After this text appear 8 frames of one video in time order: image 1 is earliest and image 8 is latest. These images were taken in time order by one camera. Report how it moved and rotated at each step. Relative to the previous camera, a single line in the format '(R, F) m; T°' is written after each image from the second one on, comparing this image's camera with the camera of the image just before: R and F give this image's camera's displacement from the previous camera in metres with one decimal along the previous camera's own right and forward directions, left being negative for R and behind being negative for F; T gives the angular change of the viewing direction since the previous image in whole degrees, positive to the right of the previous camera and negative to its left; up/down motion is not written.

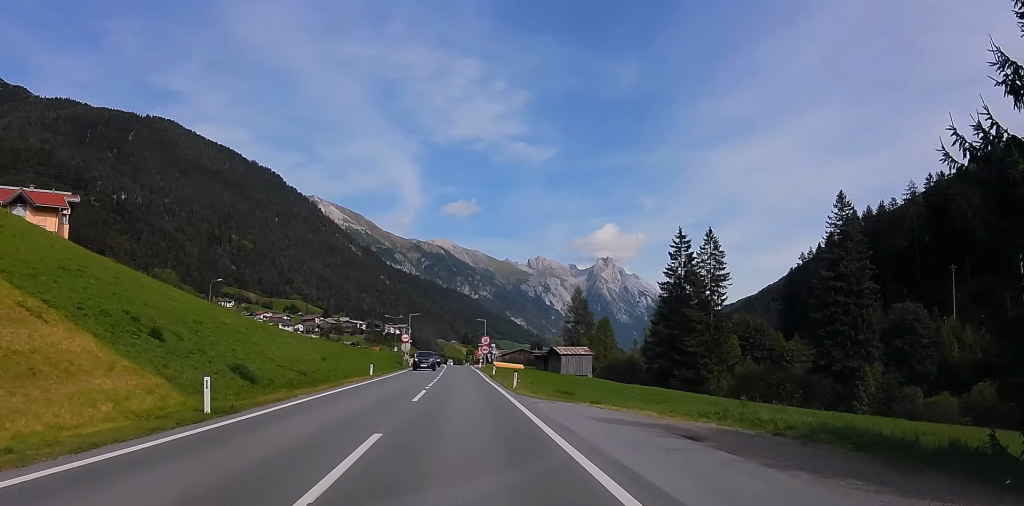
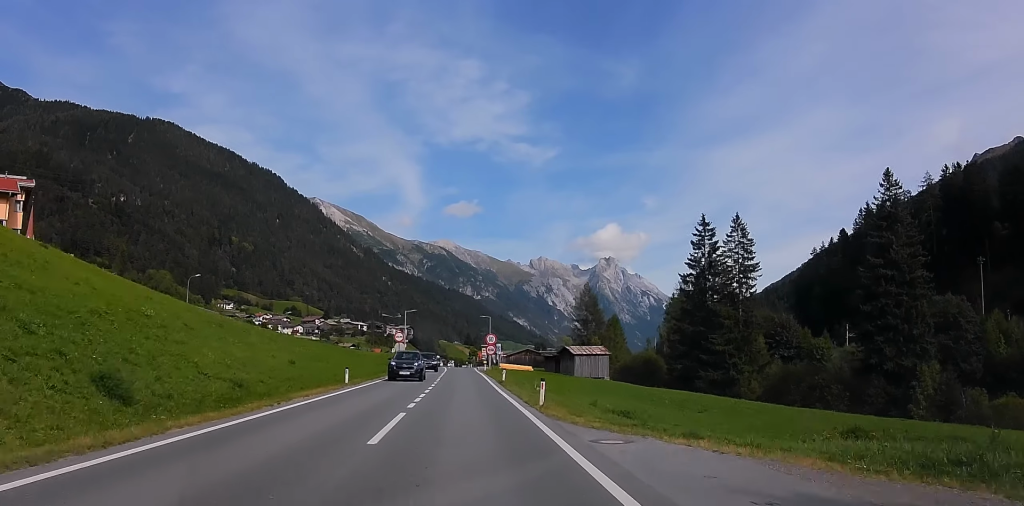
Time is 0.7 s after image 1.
(0.0, +10.2) m; 0°
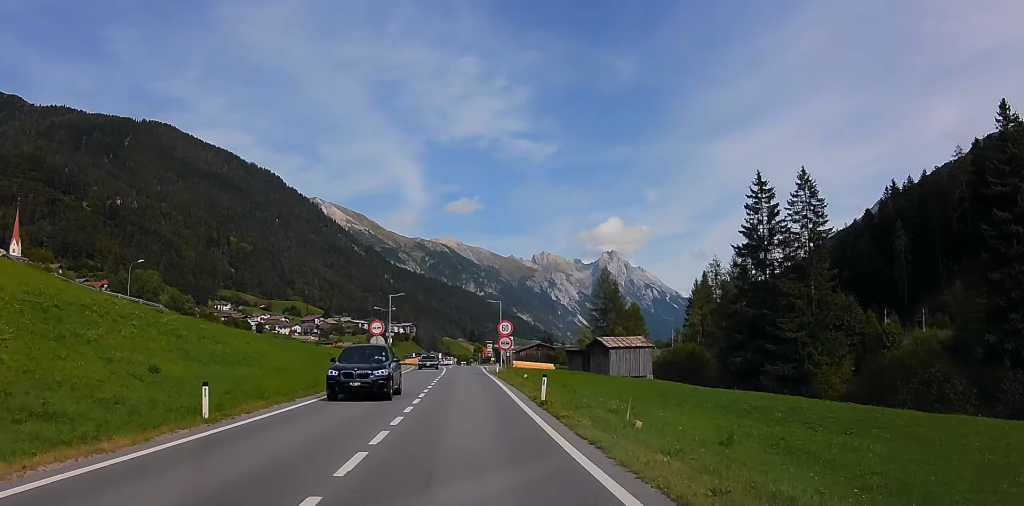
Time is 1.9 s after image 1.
(0.0, +19.6) m; -1°
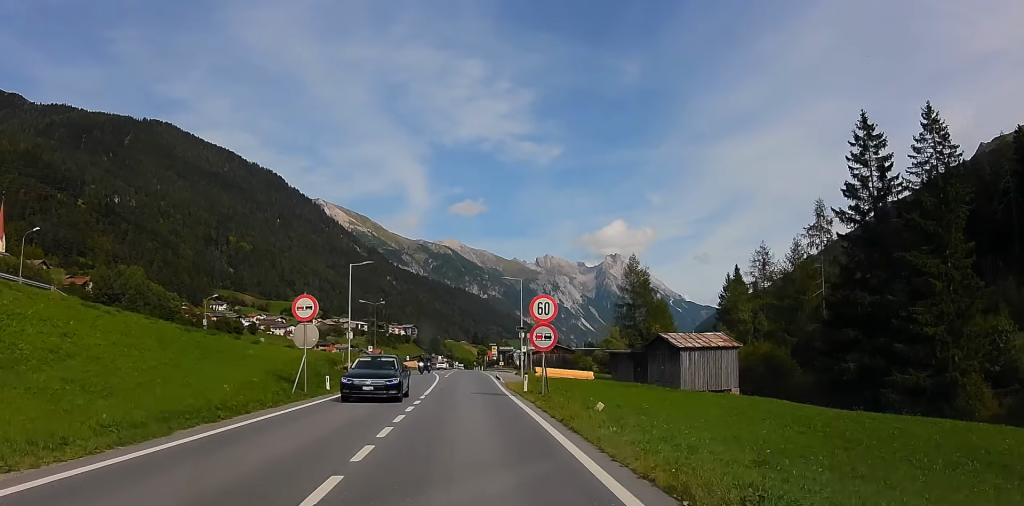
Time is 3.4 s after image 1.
(0.0, +22.5) m; +1°
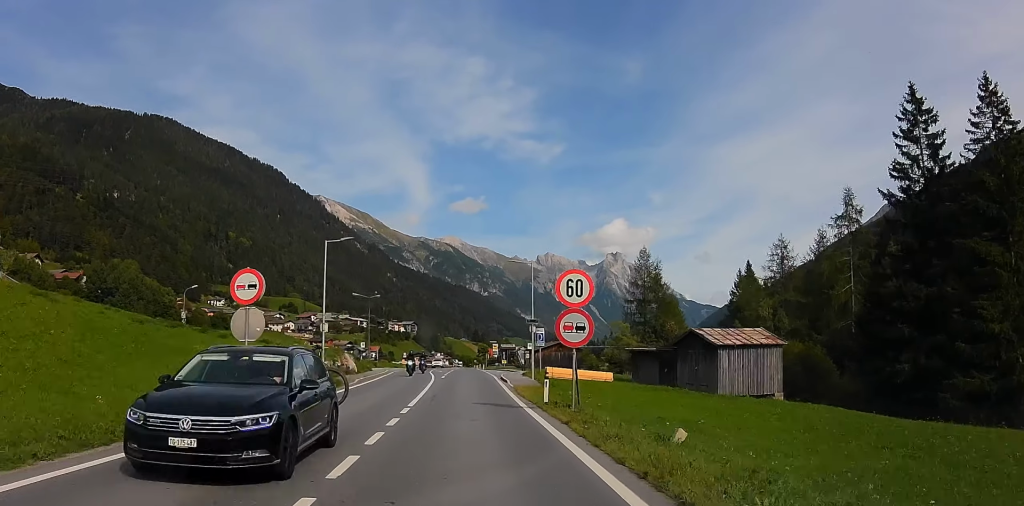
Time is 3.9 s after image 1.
(0.0, +7.2) m; 0°
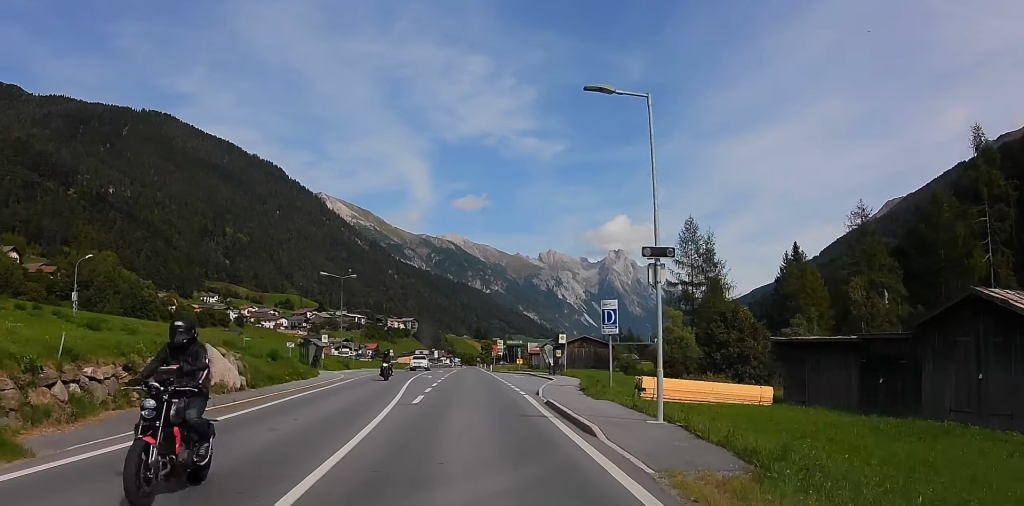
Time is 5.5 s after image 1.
(-0.5, +24.7) m; -1°
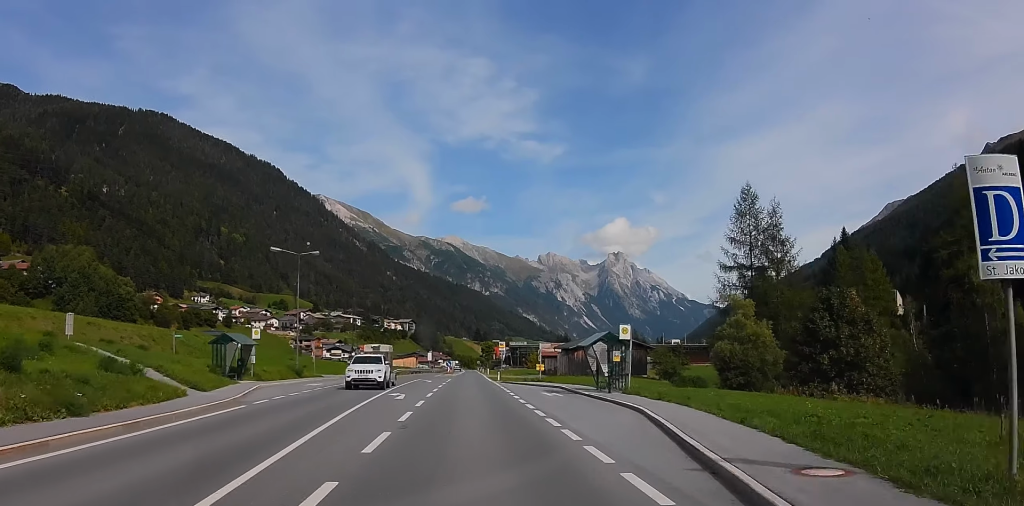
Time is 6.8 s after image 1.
(+0.5, +20.9) m; +2°
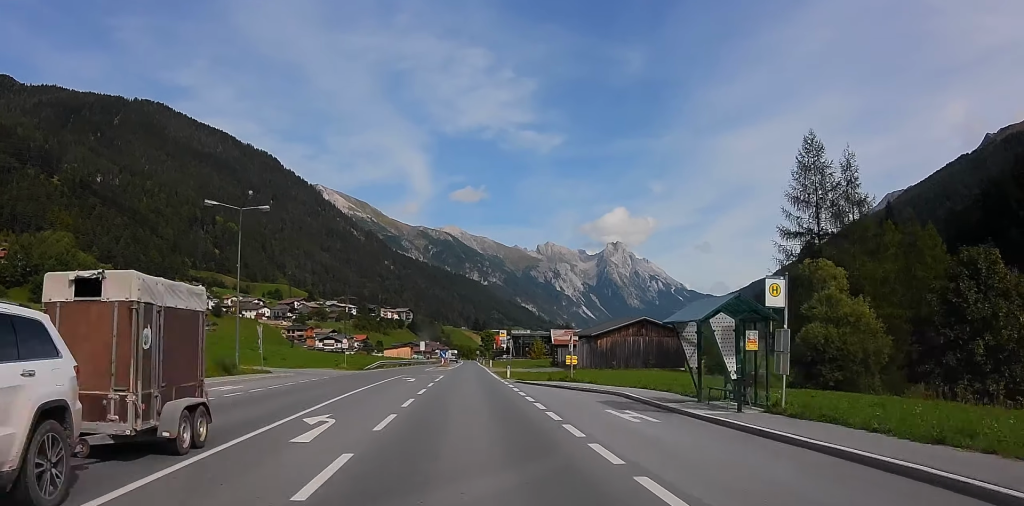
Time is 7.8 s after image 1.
(0.0, +15.9) m; 0°
